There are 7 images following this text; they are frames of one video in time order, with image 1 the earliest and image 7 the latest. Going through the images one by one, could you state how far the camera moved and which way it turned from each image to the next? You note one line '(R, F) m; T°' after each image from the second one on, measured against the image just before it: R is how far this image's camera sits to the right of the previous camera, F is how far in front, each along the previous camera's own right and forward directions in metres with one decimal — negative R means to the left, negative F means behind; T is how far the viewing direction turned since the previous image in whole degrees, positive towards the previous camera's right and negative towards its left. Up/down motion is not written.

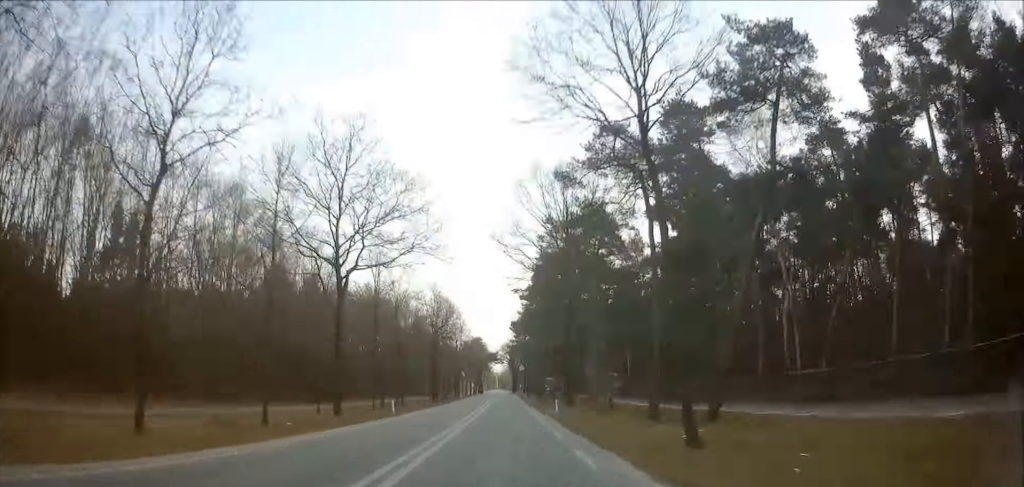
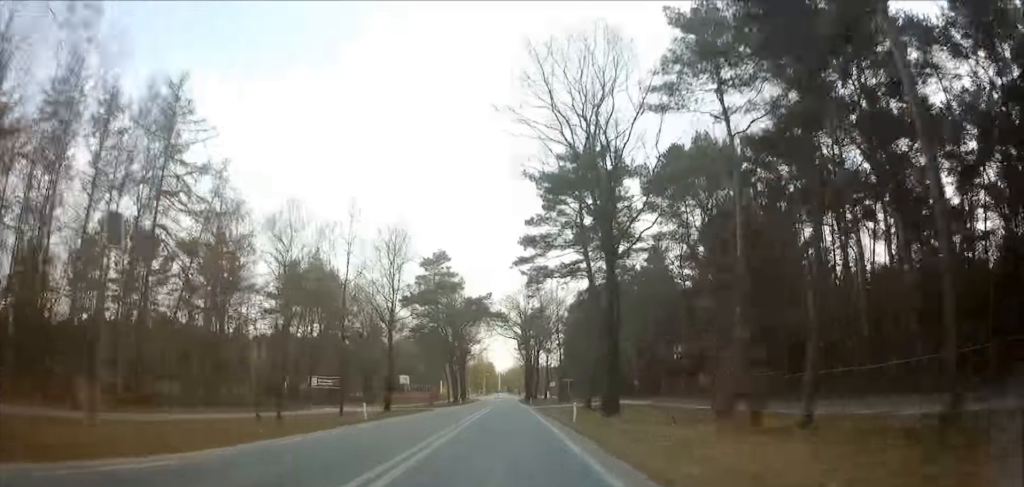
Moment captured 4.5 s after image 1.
(-0.6, +107.3) m; -1°
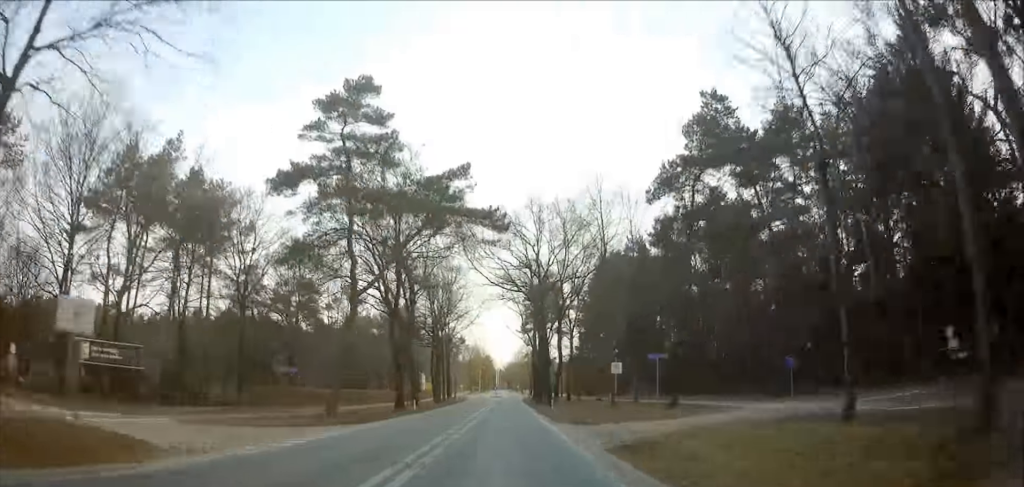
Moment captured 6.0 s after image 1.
(0.0, +36.7) m; 0°
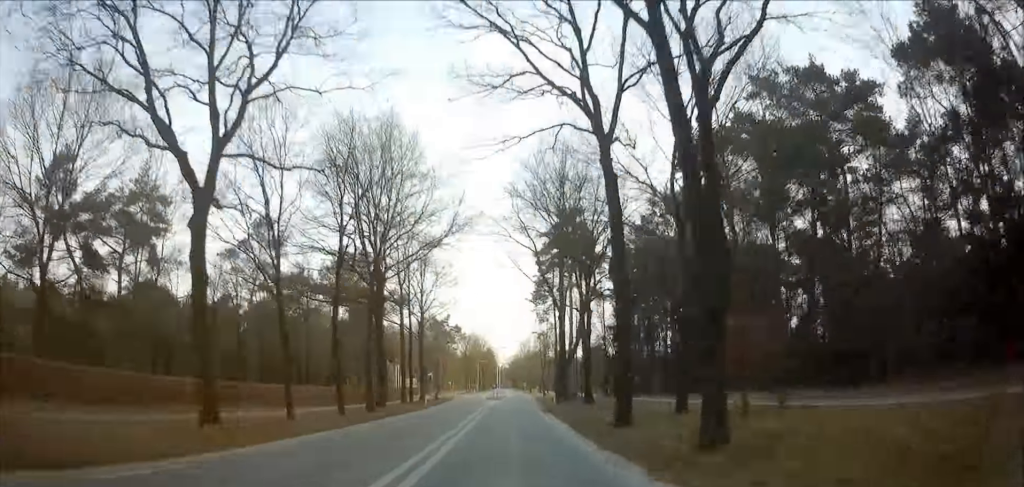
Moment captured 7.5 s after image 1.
(0.0, +36.7) m; 0°
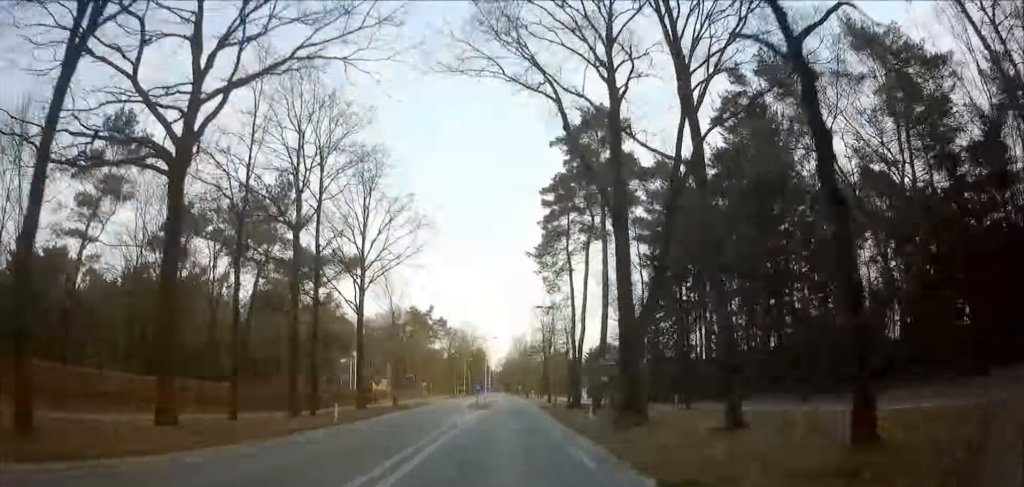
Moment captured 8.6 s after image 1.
(0.0, +25.5) m; 0°
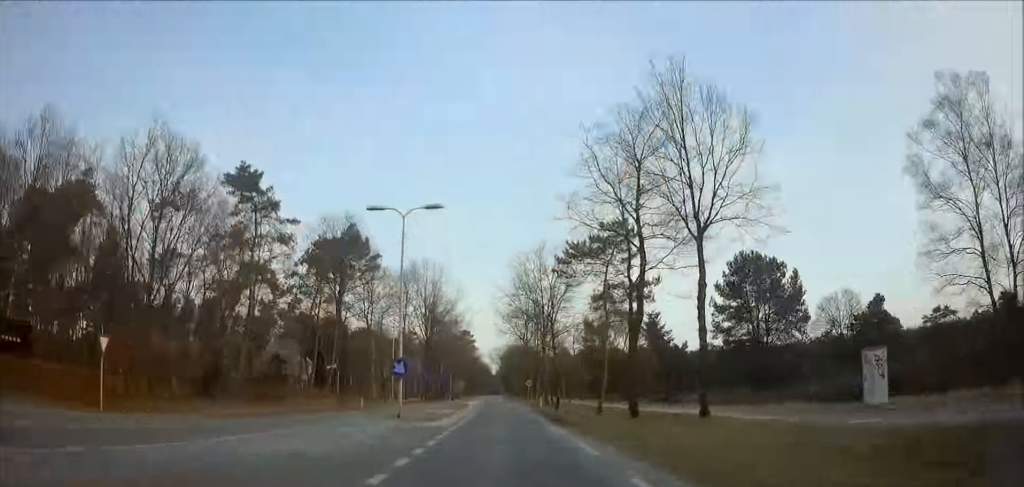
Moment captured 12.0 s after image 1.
(-0.8, +80.7) m; -2°
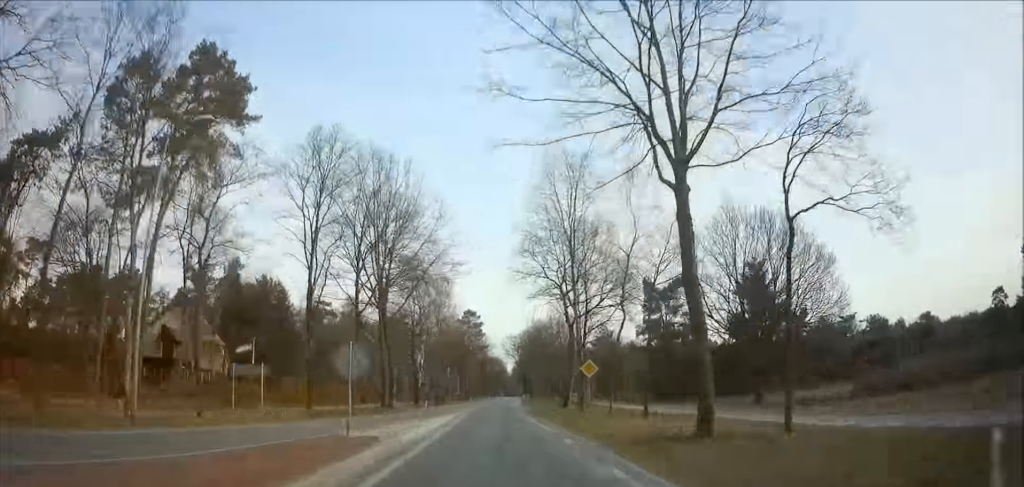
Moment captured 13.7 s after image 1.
(-0.6, +41.0) m; -1°
